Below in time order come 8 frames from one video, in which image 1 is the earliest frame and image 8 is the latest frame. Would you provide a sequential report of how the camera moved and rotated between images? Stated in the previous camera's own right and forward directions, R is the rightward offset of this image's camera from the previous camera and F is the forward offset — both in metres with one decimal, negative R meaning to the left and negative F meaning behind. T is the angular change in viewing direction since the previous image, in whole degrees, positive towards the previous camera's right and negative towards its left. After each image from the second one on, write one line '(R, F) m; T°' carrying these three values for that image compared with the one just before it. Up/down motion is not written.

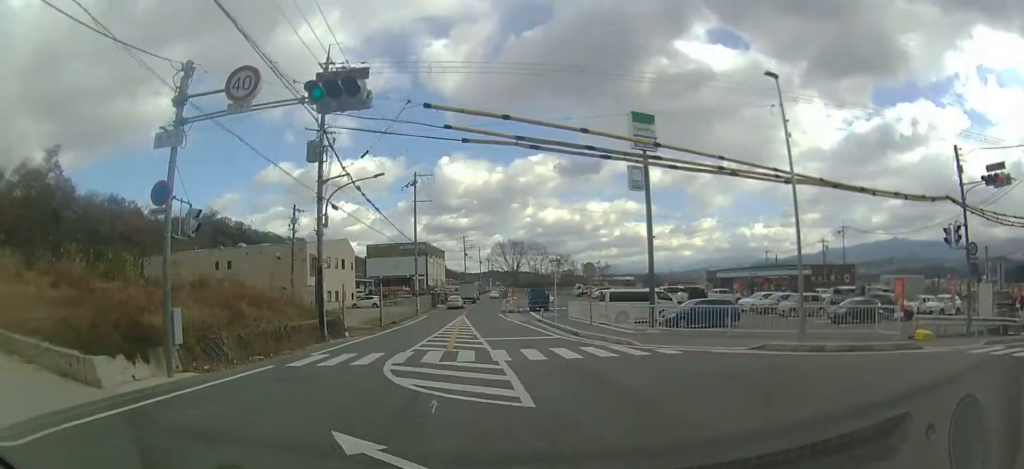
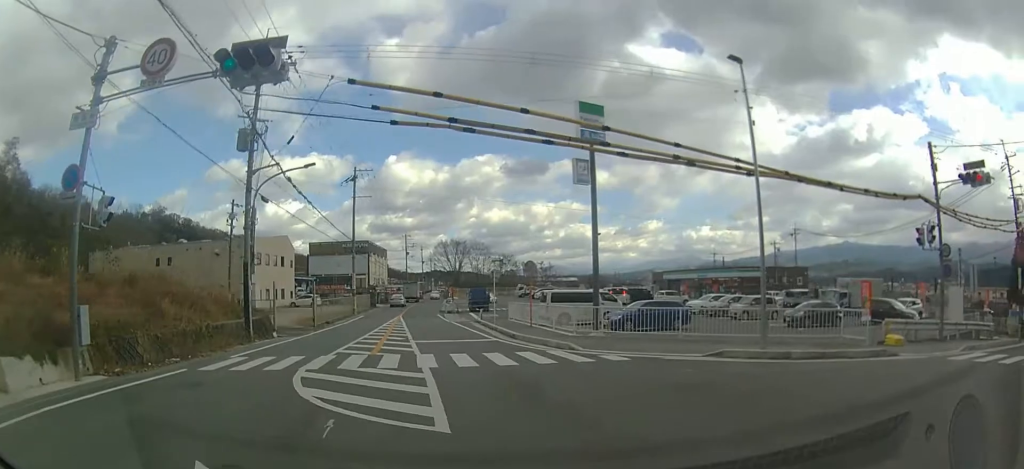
(0.0, +2.0) m; +7°
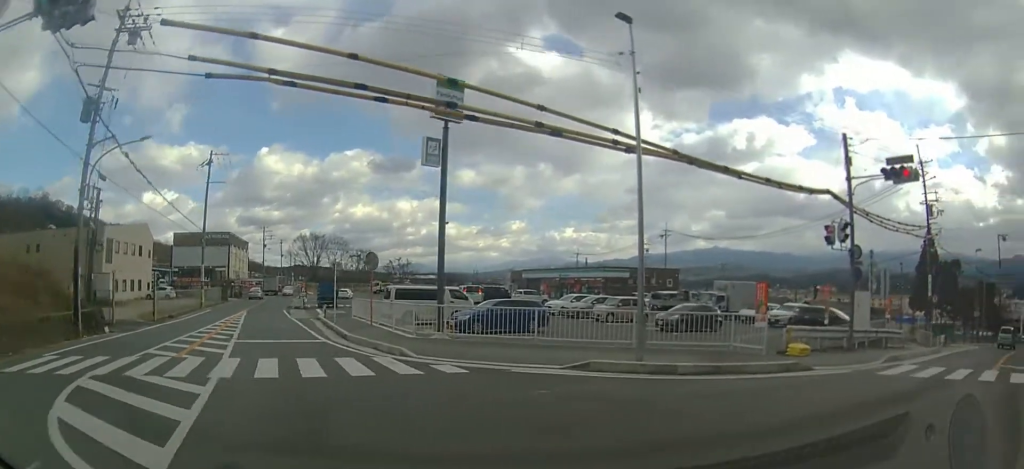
(+0.2, +2.3) m; +17°
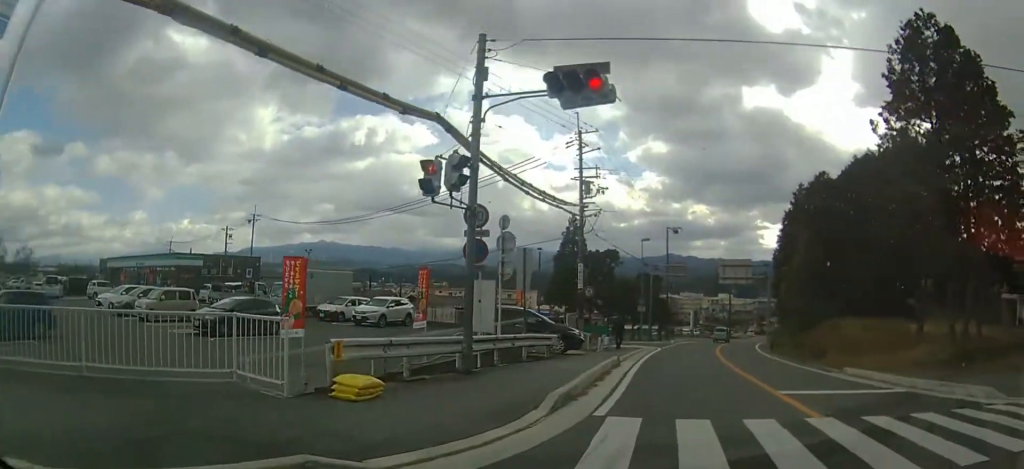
(+2.4, +5.0) m; +50°
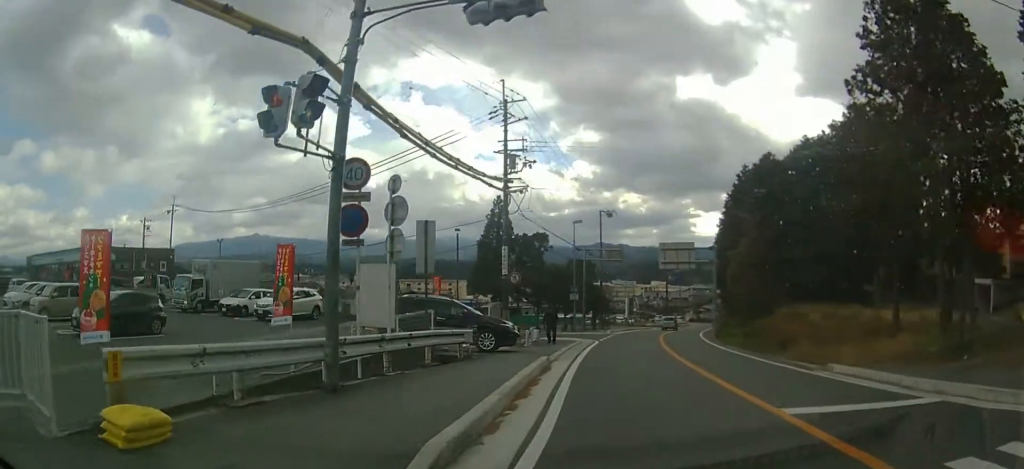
(+0.5, +3.2) m; +7°
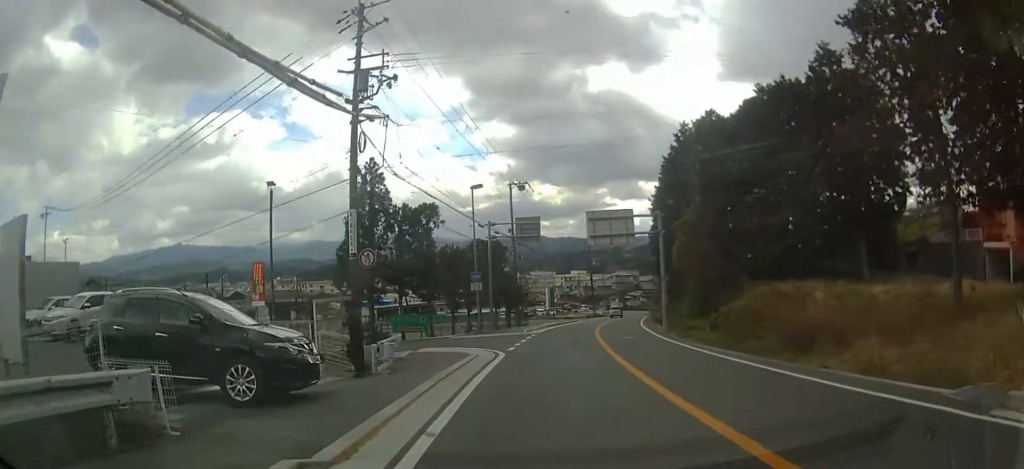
(+0.9, +9.5) m; +6°
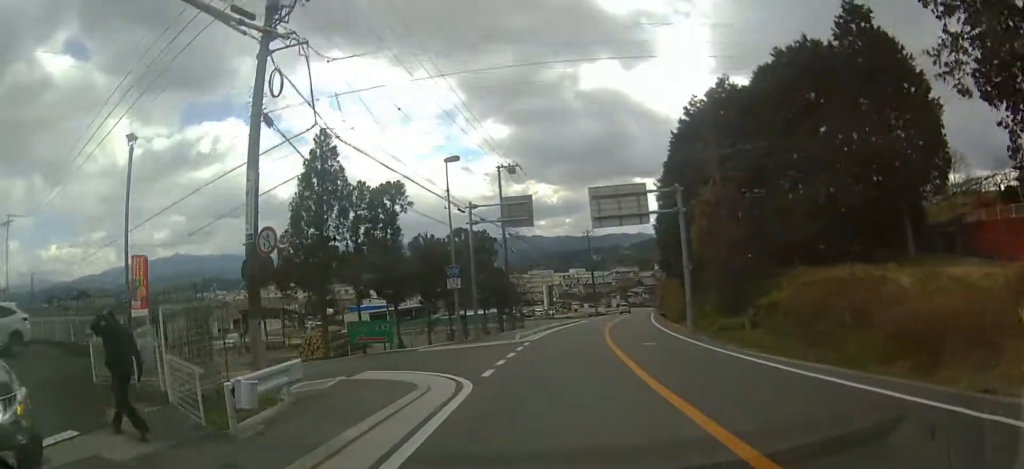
(-0.1, +5.6) m; +2°
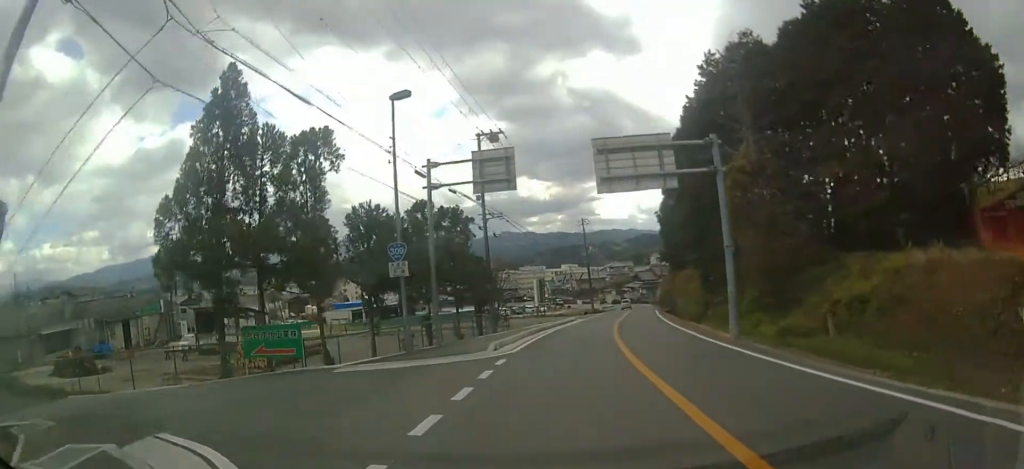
(+0.2, +6.7) m; +1°
